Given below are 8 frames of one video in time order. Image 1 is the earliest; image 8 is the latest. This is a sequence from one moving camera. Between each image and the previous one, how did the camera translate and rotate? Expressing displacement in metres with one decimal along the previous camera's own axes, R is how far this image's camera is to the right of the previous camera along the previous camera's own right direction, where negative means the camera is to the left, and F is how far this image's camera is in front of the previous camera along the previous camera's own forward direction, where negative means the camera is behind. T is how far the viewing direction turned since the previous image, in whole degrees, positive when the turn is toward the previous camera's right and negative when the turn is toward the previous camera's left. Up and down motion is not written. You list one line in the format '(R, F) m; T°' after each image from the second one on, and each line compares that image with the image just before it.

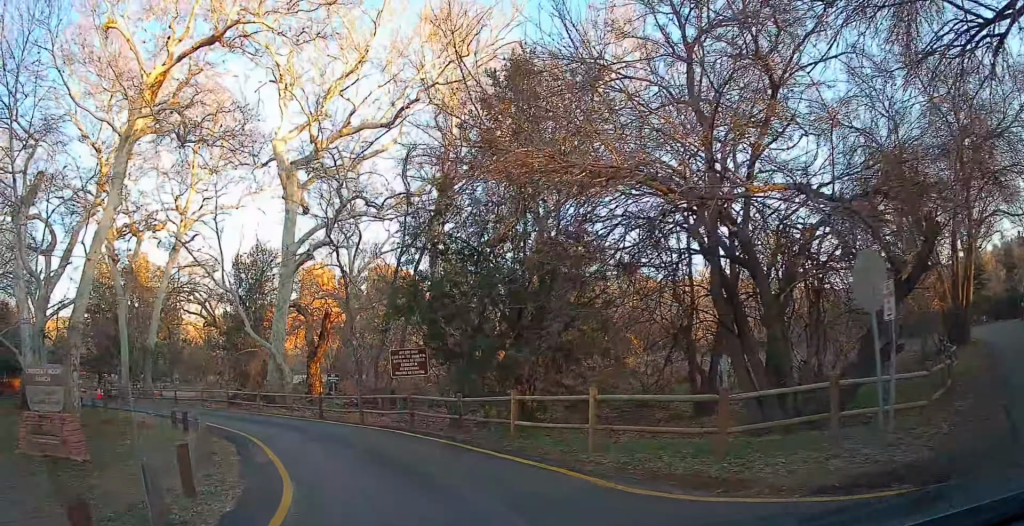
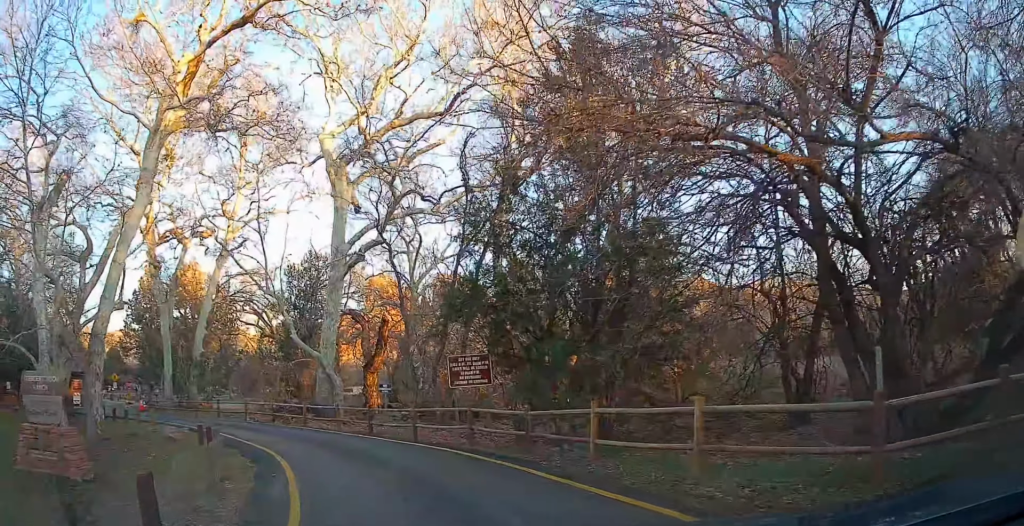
(0.0, +2.0) m; -3°
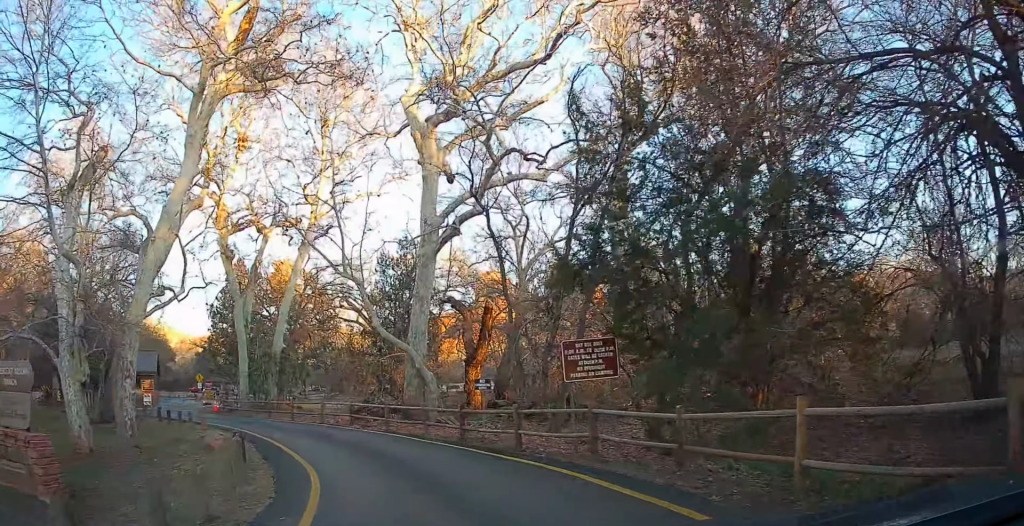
(0.0, +3.3) m; -8°
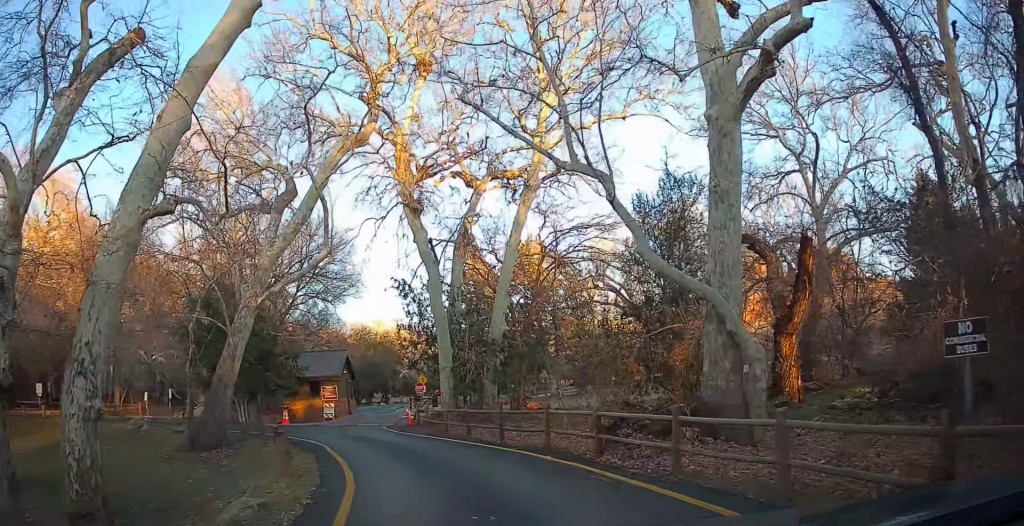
(-2.6, +7.9) m; -33°
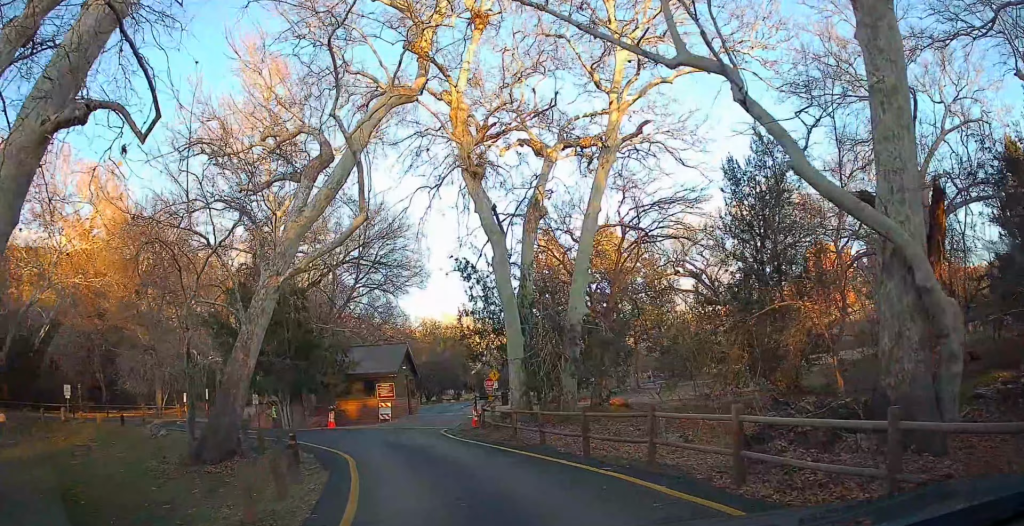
(-0.3, +2.9) m; -6°
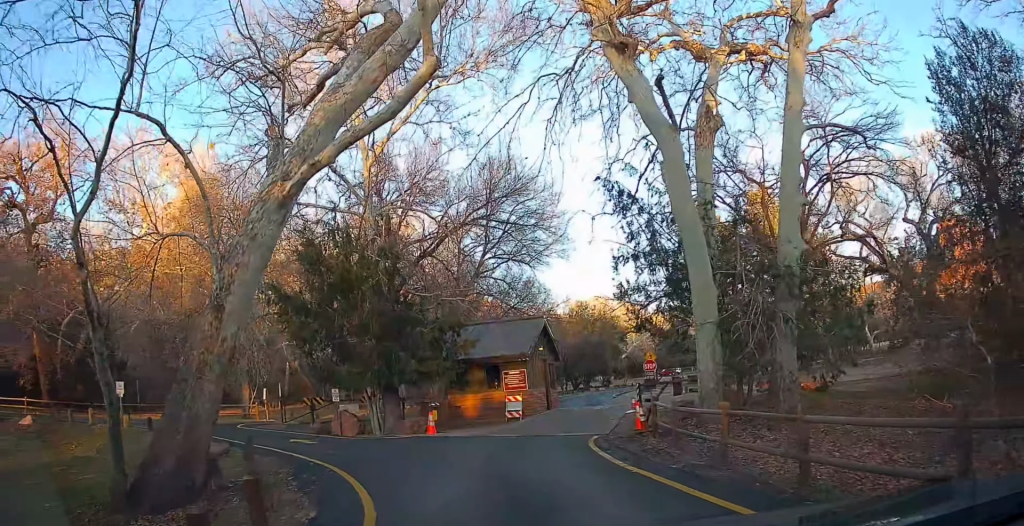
(-0.5, +5.5) m; -13°
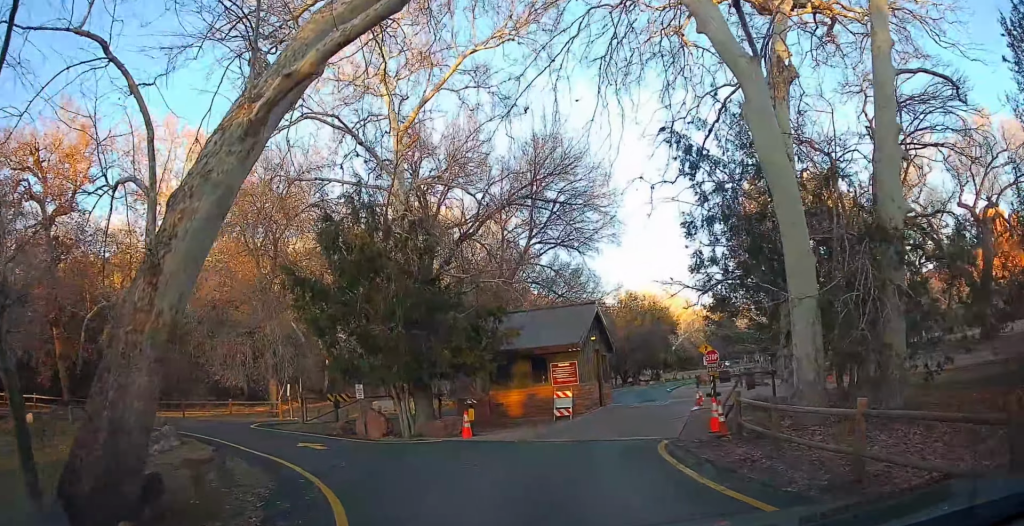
(-0.1, +2.0) m; -5°
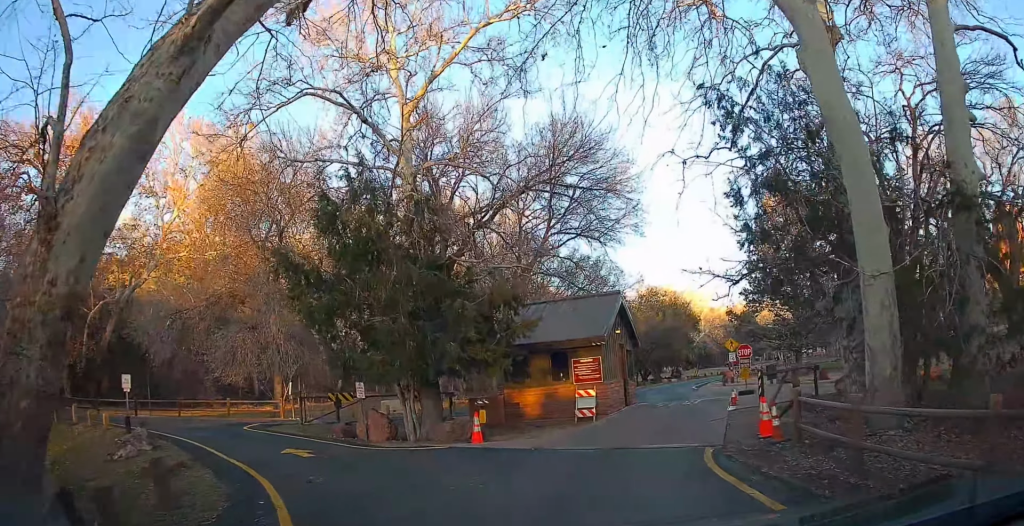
(-0.1, +1.6) m; 0°
